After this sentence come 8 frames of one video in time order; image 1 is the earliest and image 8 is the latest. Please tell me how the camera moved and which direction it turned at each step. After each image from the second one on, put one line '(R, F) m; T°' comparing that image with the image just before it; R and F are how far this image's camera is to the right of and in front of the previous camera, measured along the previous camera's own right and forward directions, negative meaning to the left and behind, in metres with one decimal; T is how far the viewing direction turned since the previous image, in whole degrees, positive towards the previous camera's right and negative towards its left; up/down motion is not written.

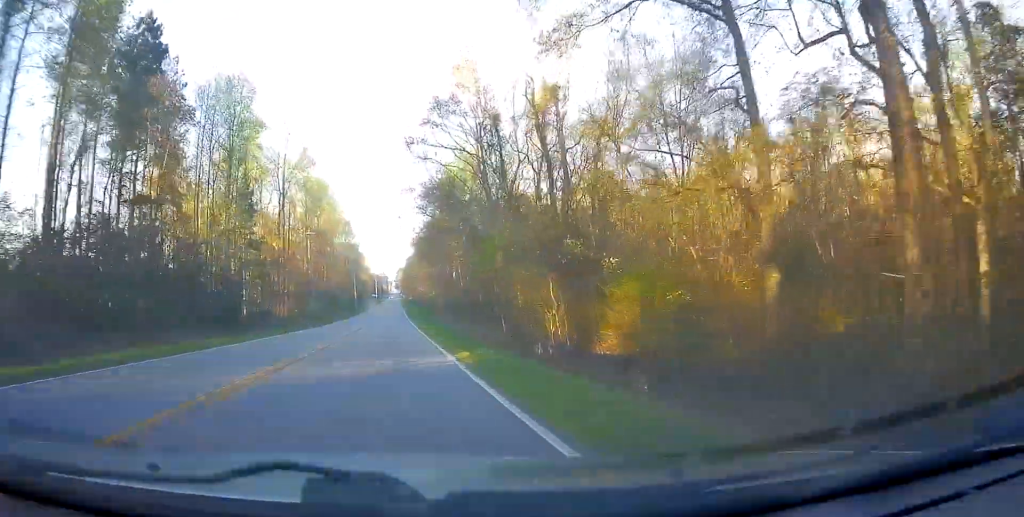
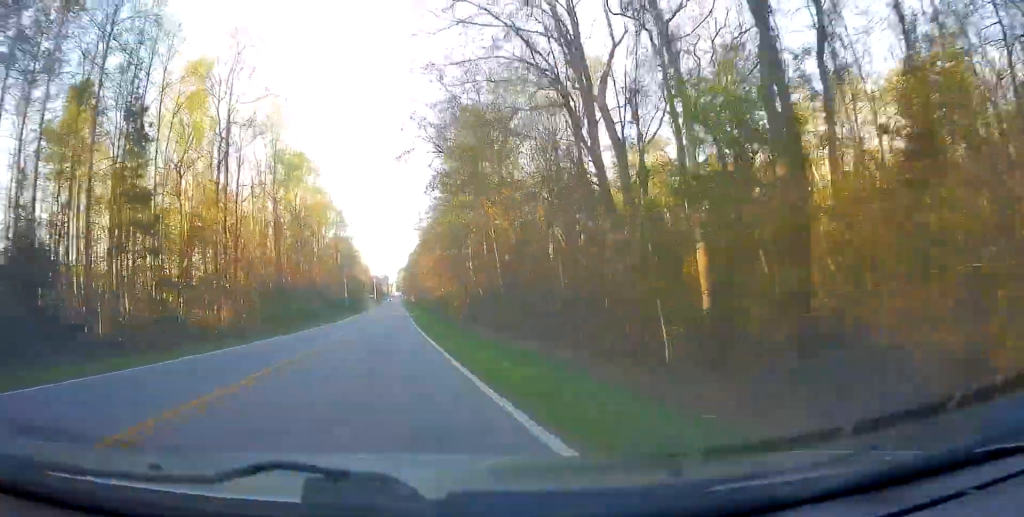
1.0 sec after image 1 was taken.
(-0.8, +29.2) m; -1°
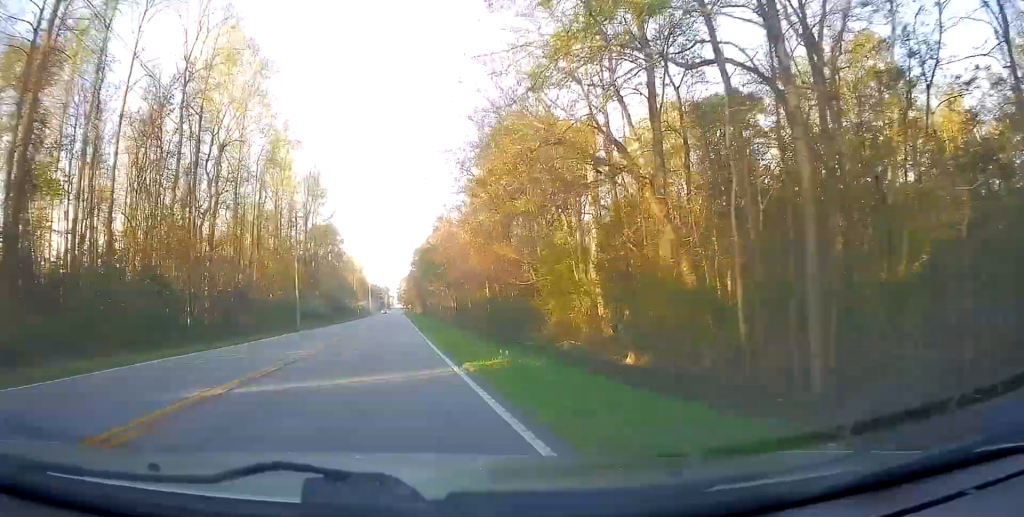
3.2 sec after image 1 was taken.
(-0.2, +60.4) m; -1°
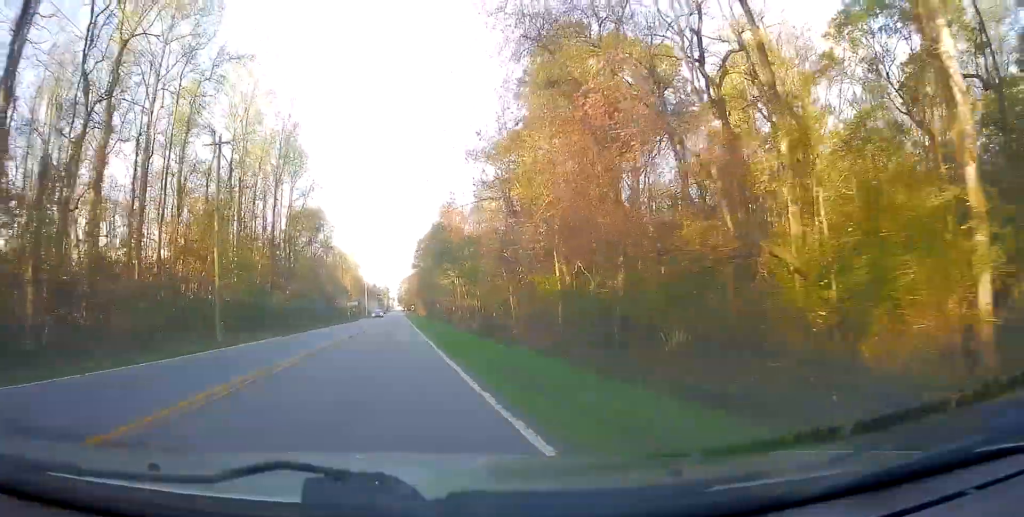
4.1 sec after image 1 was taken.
(+0.3, +27.9) m; -1°
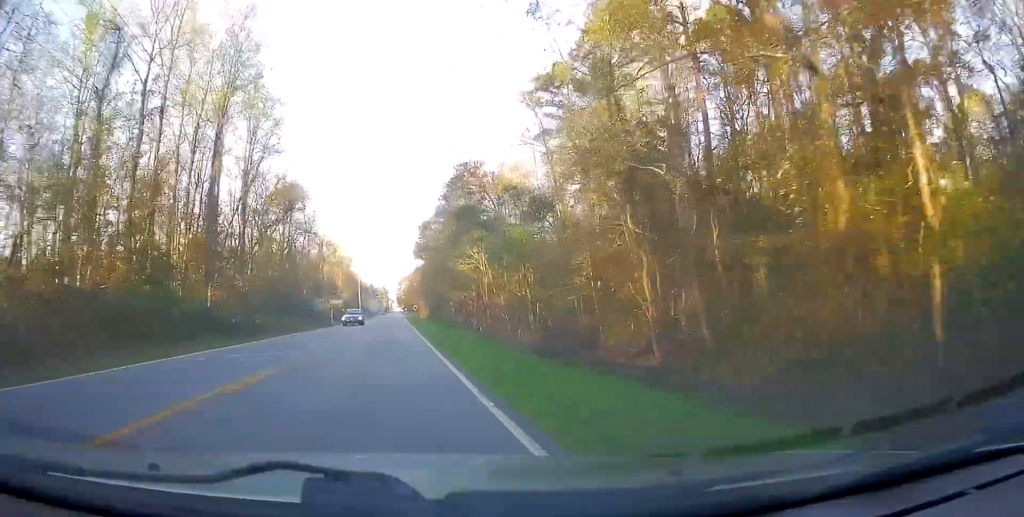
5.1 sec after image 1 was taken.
(-0.7, +27.0) m; 0°
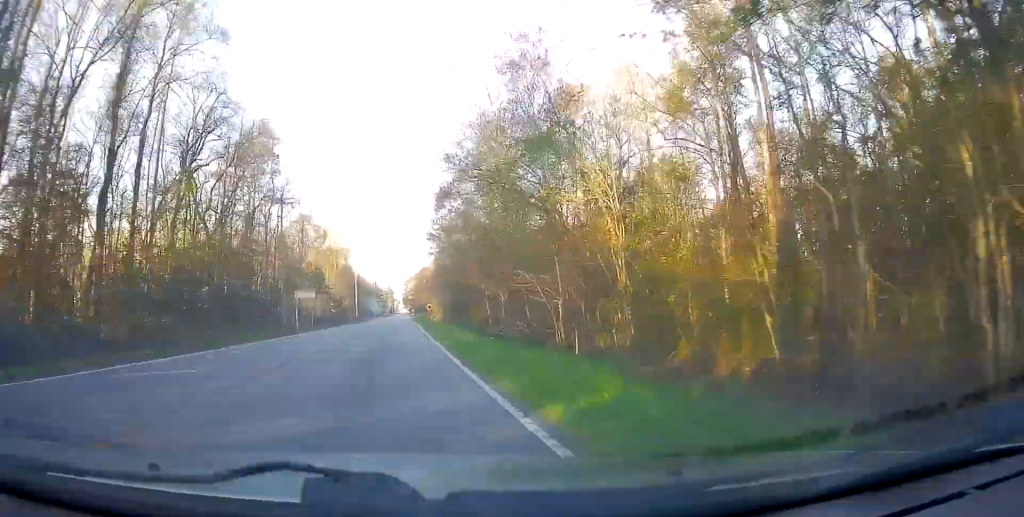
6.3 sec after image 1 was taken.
(+0.6, +33.2) m; +1°
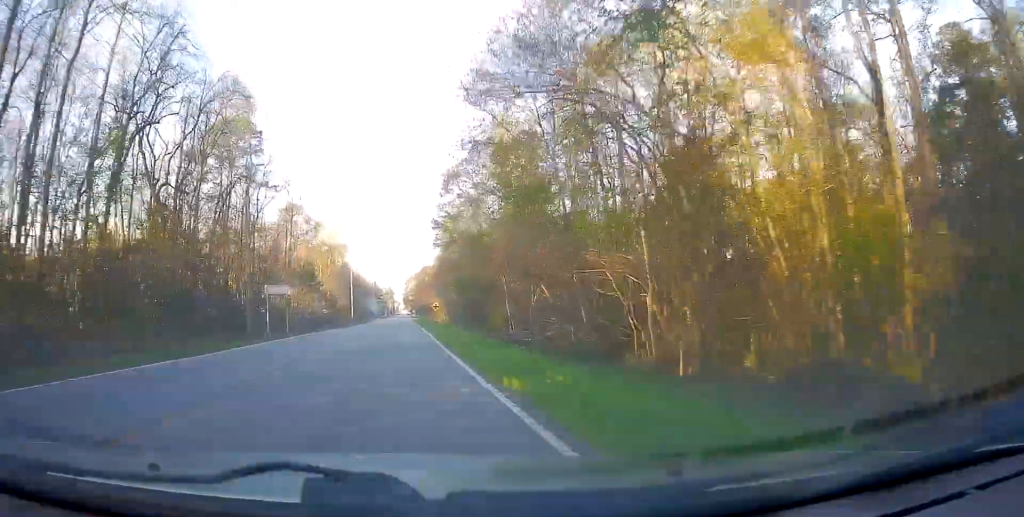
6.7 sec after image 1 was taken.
(-0.2, +11.9) m; 0°
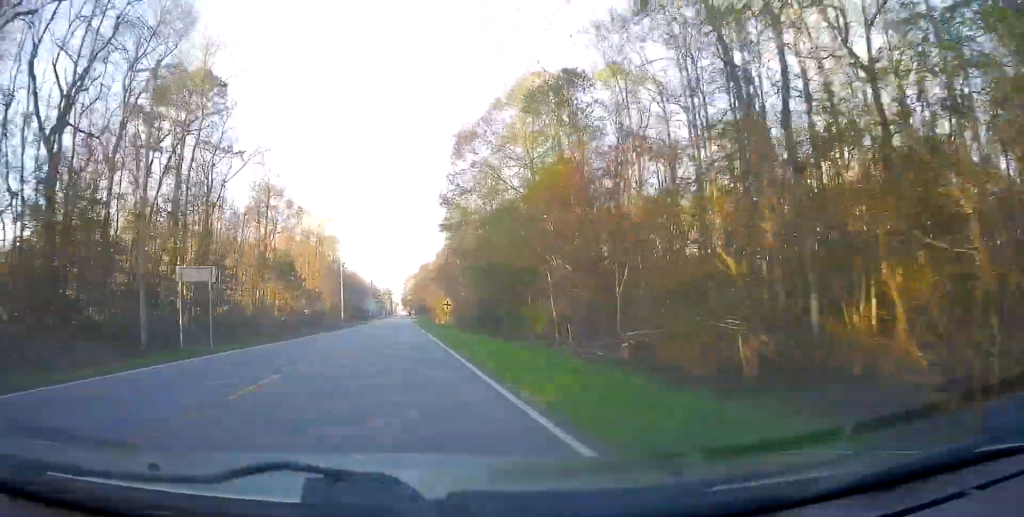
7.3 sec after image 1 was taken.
(-0.1, +16.6) m; 0°
